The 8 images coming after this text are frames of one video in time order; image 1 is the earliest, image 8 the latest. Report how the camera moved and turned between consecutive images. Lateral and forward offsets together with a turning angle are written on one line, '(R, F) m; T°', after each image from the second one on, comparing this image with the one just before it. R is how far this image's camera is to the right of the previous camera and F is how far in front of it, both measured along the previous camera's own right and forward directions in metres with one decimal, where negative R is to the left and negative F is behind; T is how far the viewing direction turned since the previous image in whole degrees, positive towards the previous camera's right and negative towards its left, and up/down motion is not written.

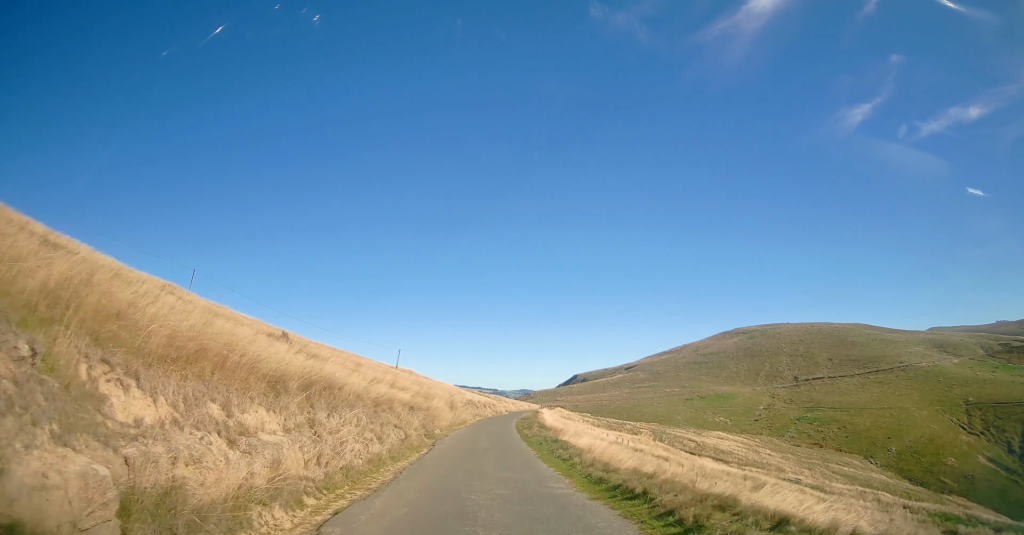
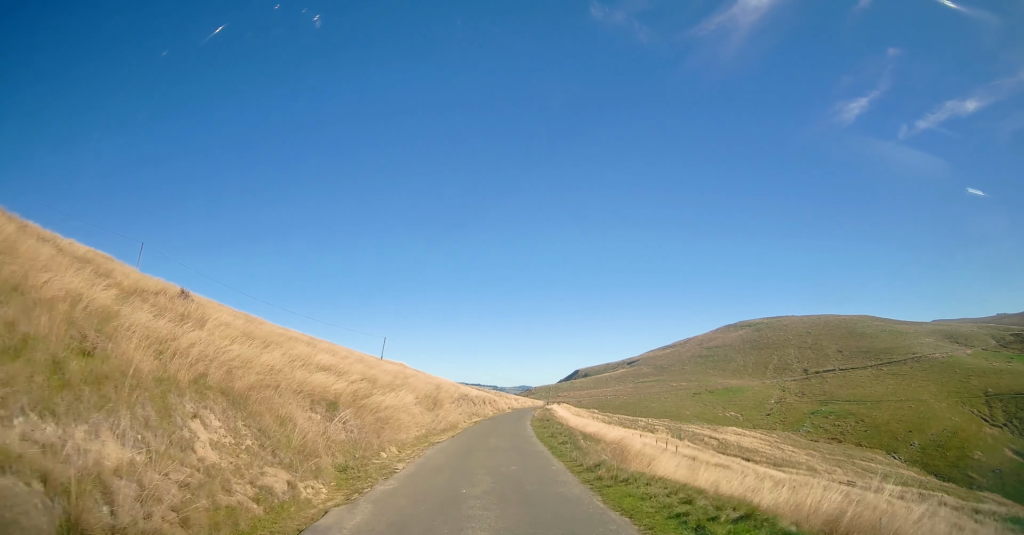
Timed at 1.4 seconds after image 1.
(-0.1, +16.9) m; 0°
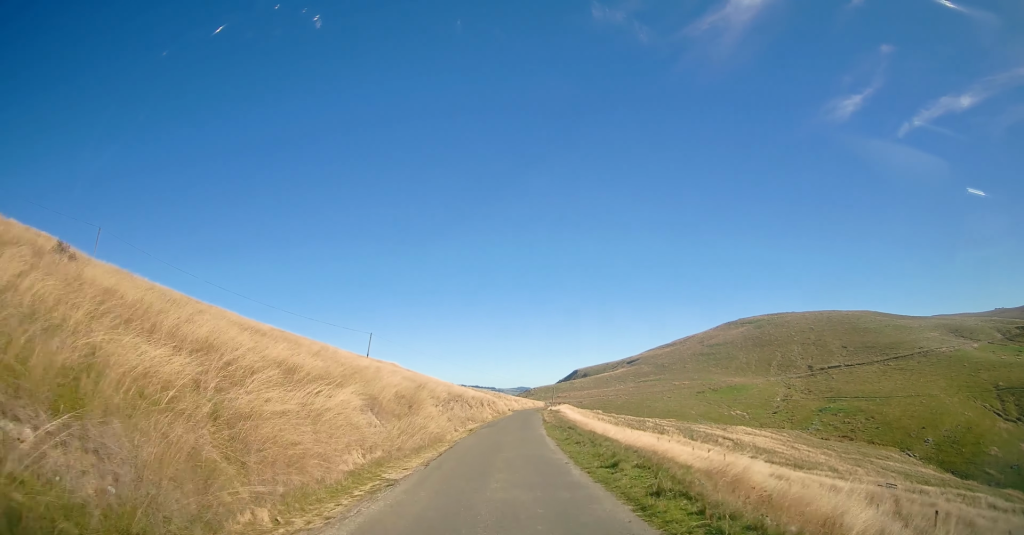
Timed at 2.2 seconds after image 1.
(+0.2, +10.3) m; 0°
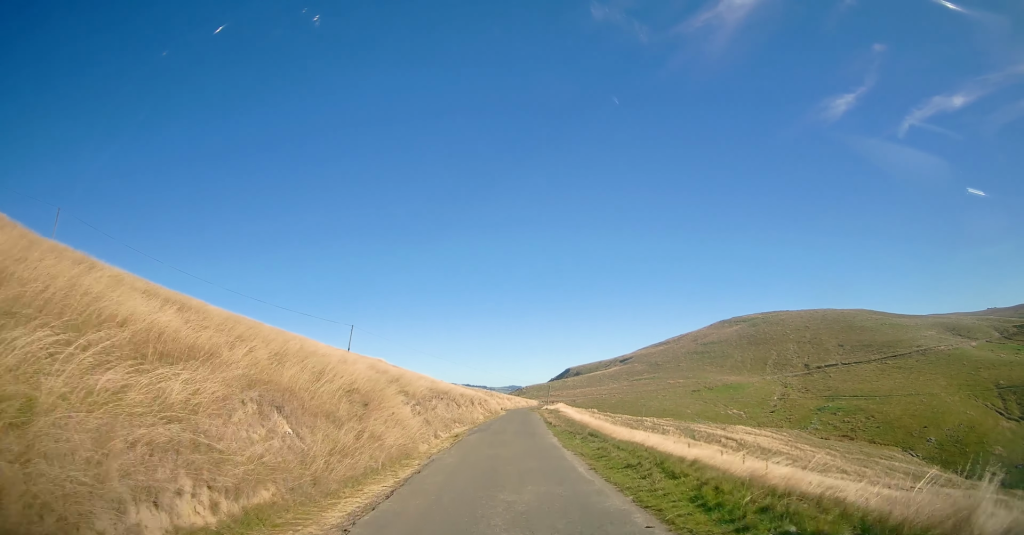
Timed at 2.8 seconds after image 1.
(-0.1, +7.3) m; 0°
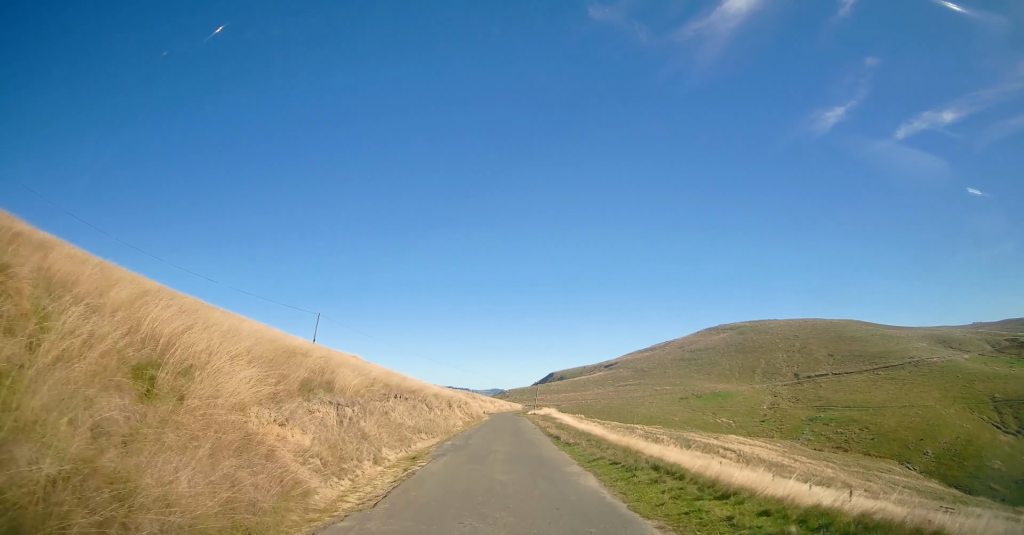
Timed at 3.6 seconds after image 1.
(0.0, +9.7) m; +1°
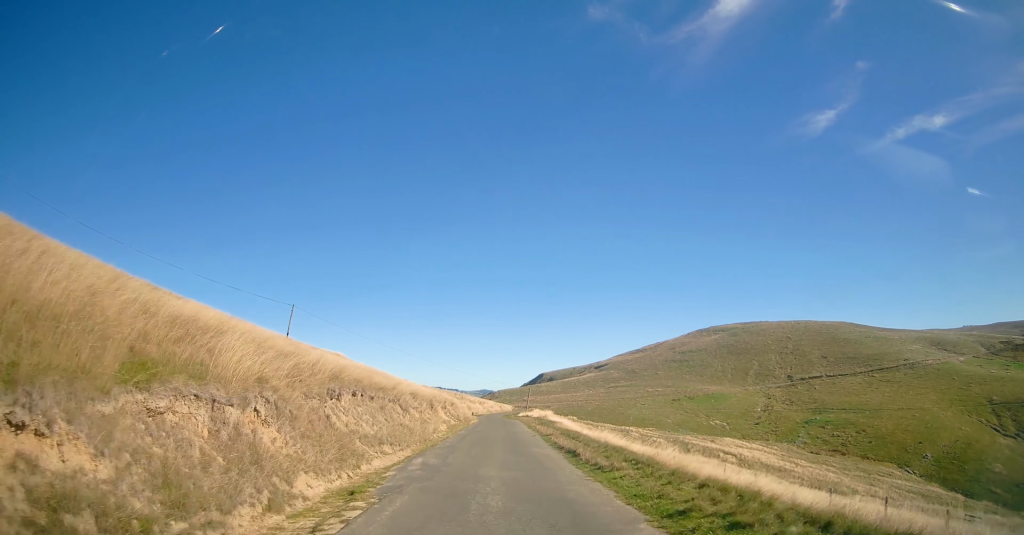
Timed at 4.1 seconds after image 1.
(0.0, +6.4) m; +2°
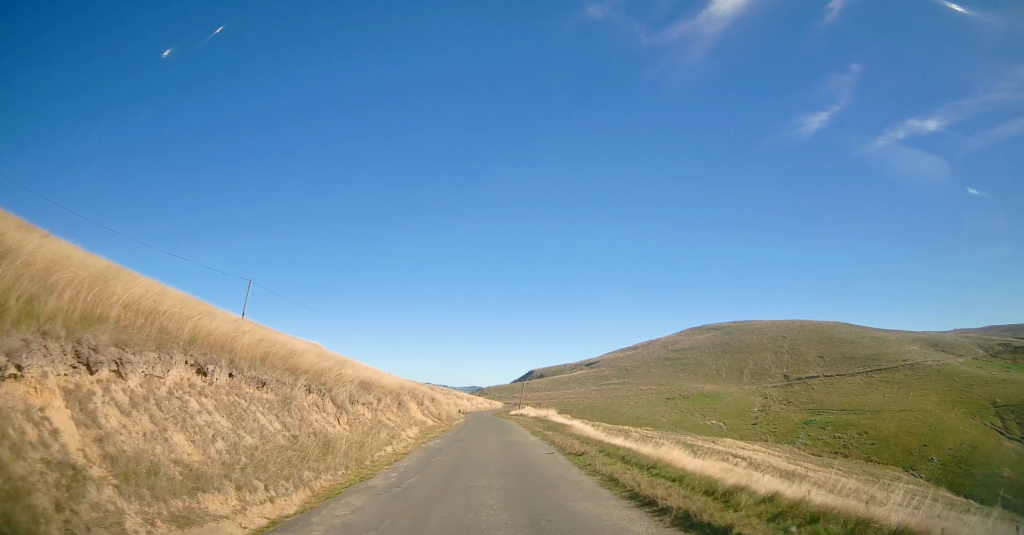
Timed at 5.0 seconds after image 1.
(+0.3, +10.5) m; +2°
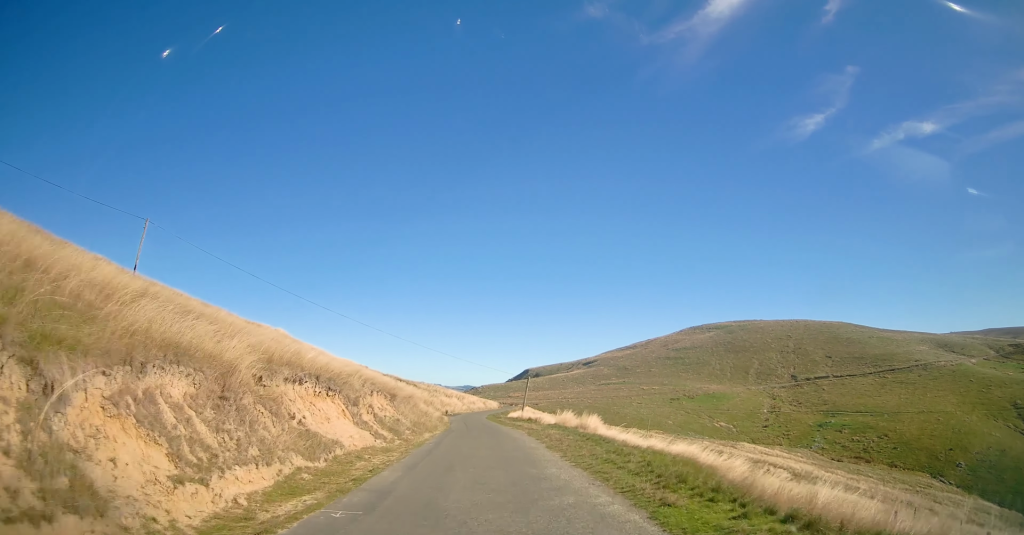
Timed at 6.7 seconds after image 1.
(+0.1, +19.4) m; 0°
